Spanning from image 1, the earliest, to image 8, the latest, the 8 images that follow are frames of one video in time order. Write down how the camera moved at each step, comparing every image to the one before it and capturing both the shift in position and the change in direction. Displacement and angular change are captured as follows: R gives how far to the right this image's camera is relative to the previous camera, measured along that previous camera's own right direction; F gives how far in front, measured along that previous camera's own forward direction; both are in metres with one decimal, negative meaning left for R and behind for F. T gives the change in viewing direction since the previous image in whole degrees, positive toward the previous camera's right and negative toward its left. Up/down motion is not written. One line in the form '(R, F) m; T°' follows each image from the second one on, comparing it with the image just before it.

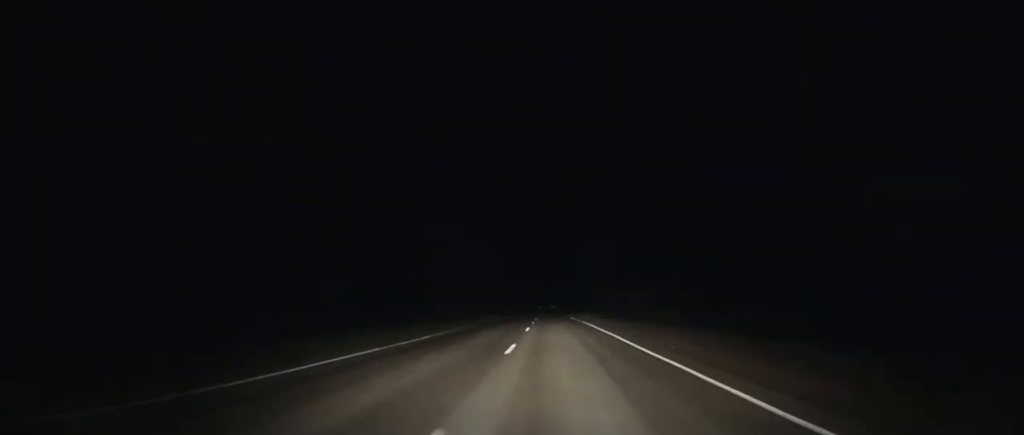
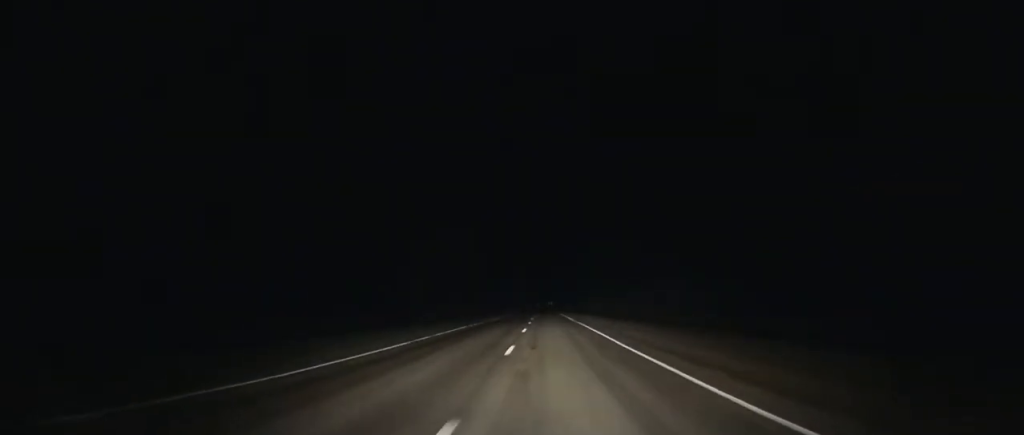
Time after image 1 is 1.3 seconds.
(+0.1, +34.8) m; 0°
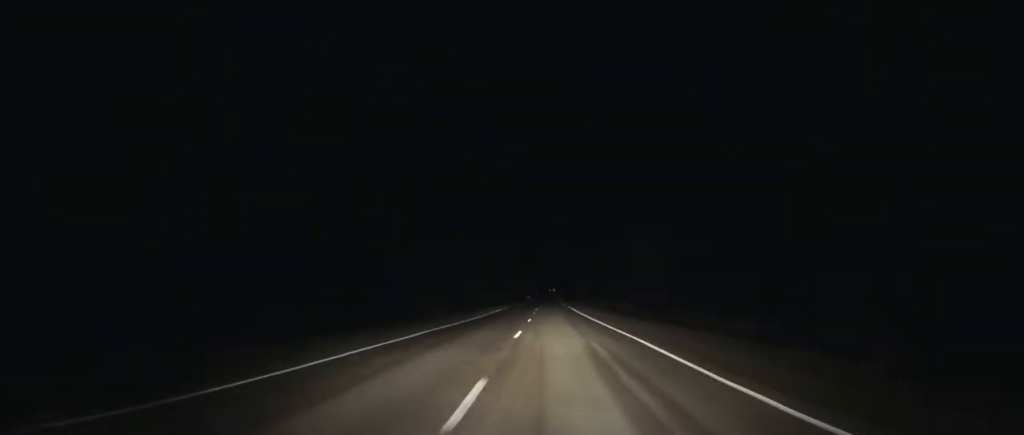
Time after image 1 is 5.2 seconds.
(-0.8, +107.9) m; -1°
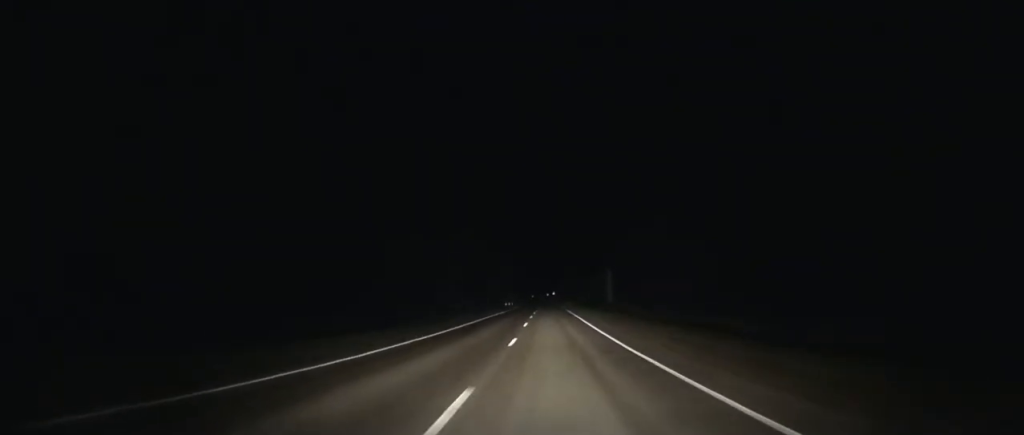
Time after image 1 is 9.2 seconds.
(-0.3, +109.1) m; 0°
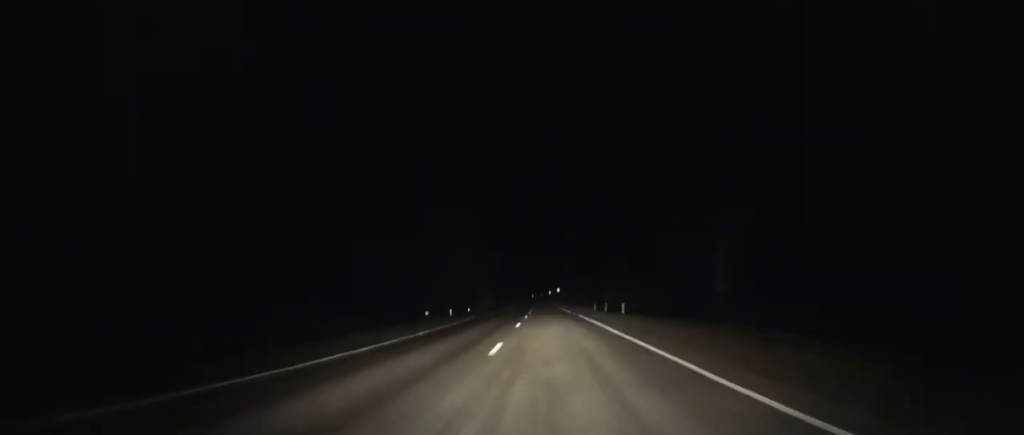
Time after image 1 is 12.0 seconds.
(+0.4, +73.8) m; 0°
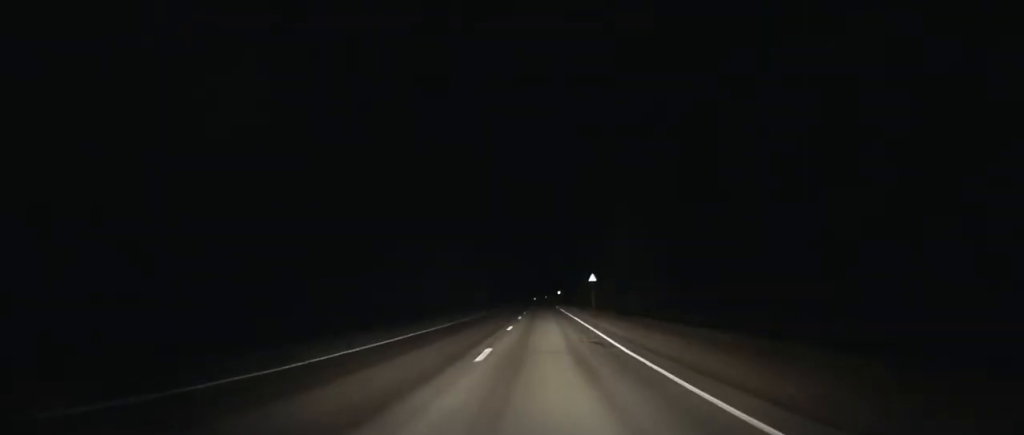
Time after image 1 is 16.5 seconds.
(-0.1, +117.2) m; 0°
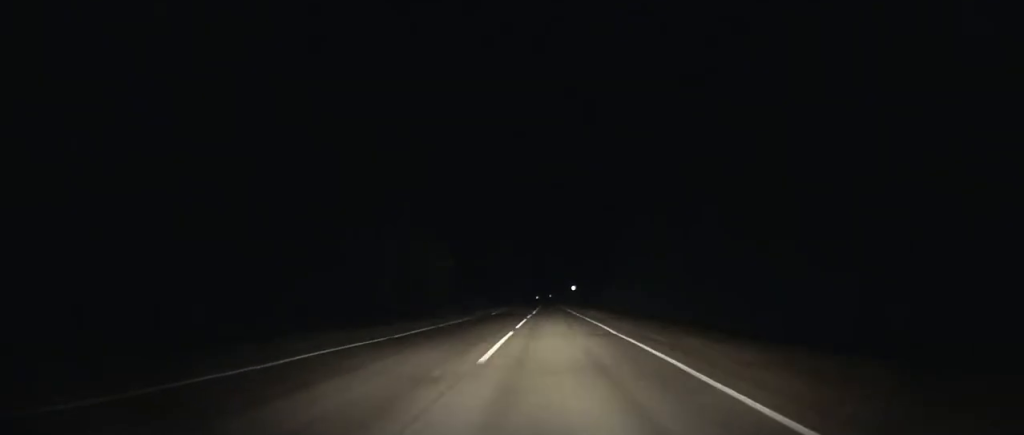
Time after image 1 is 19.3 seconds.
(-0.4, +75.7) m; 0°
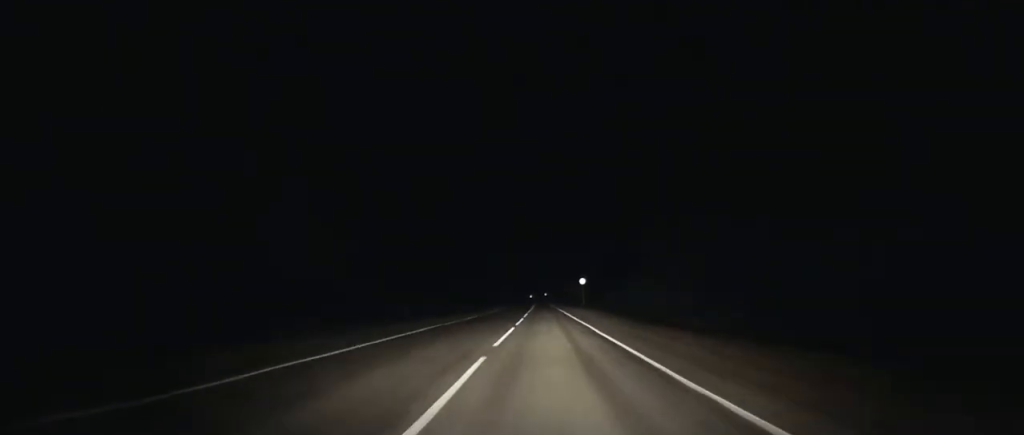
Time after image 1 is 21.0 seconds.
(+0.1, +45.5) m; 0°
